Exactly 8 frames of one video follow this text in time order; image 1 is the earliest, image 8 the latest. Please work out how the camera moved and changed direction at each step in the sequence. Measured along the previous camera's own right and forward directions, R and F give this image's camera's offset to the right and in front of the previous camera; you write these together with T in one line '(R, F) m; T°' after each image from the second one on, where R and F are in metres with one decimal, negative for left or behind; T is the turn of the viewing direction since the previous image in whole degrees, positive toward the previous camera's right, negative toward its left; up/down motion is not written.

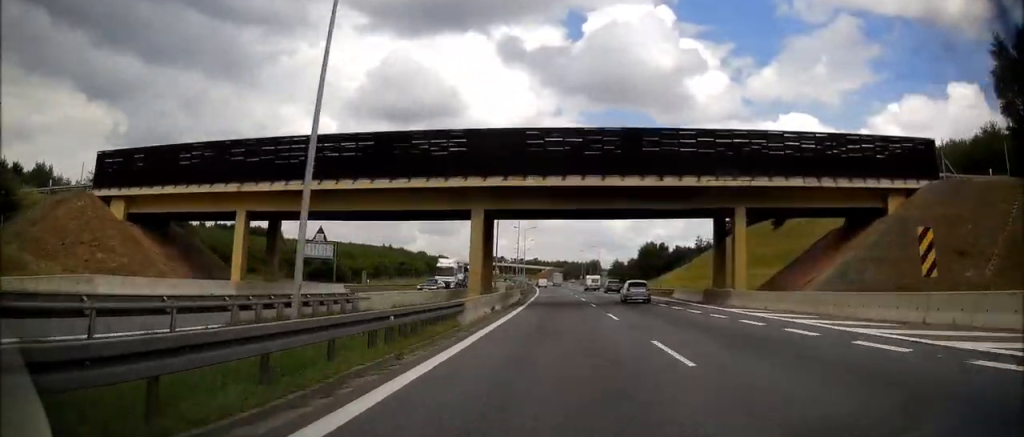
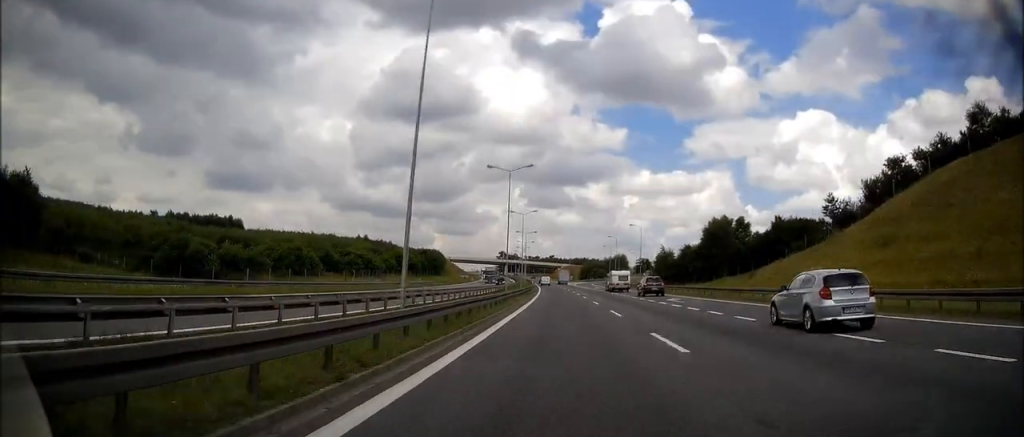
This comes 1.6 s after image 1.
(-1.1, +58.5) m; -2°
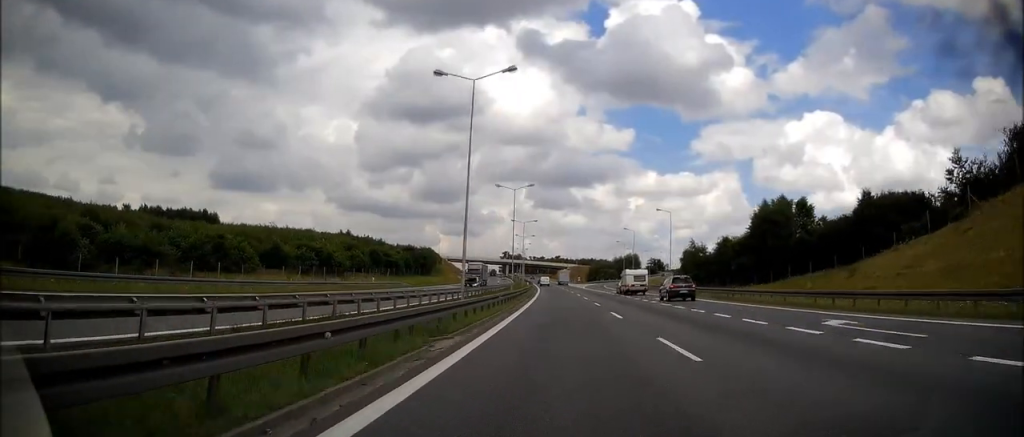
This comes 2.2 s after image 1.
(-0.4, +24.8) m; -1°
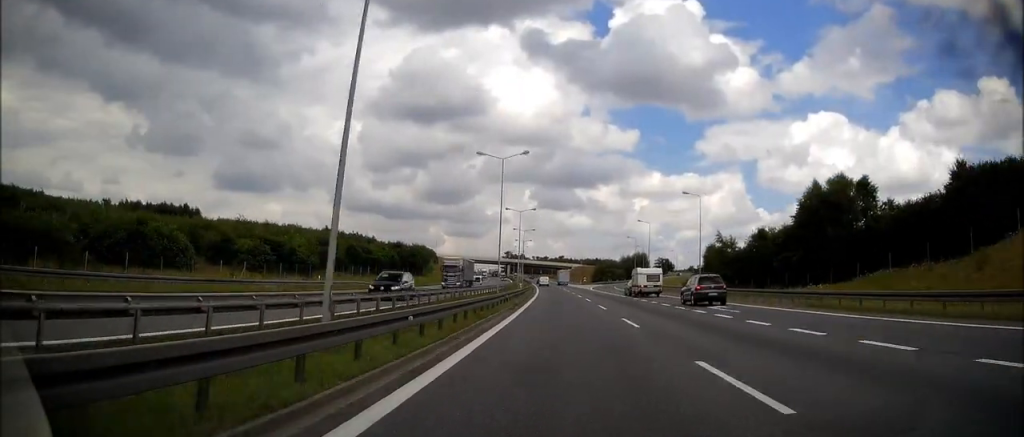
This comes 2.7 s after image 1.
(-0.1, +16.2) m; 0°
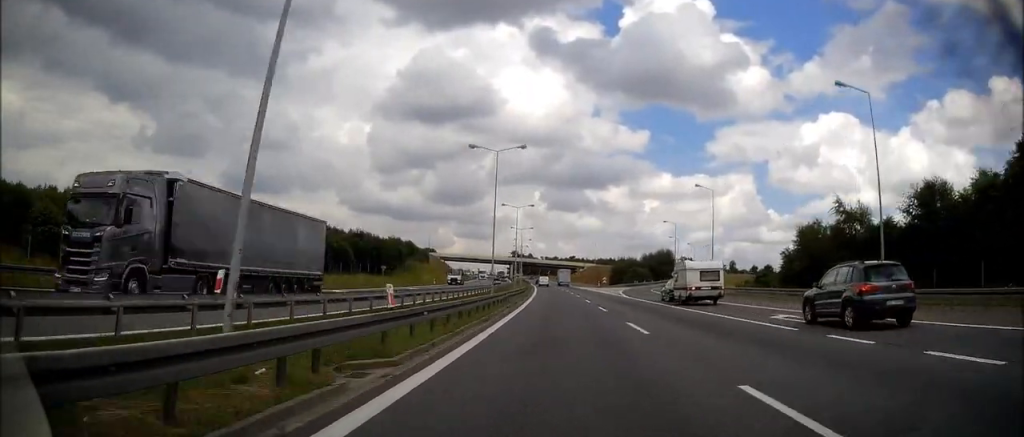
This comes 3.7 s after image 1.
(0.0, +38.4) m; -1°
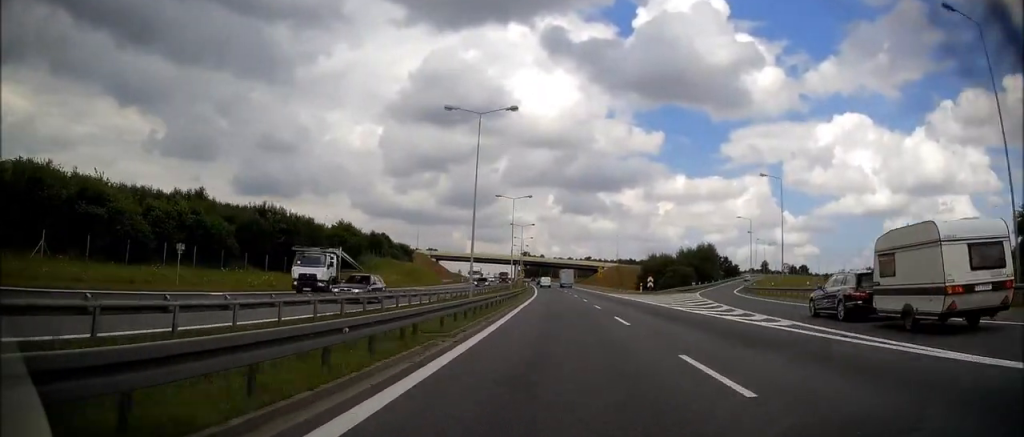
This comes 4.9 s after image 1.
(-0.7, +44.6) m; -1°
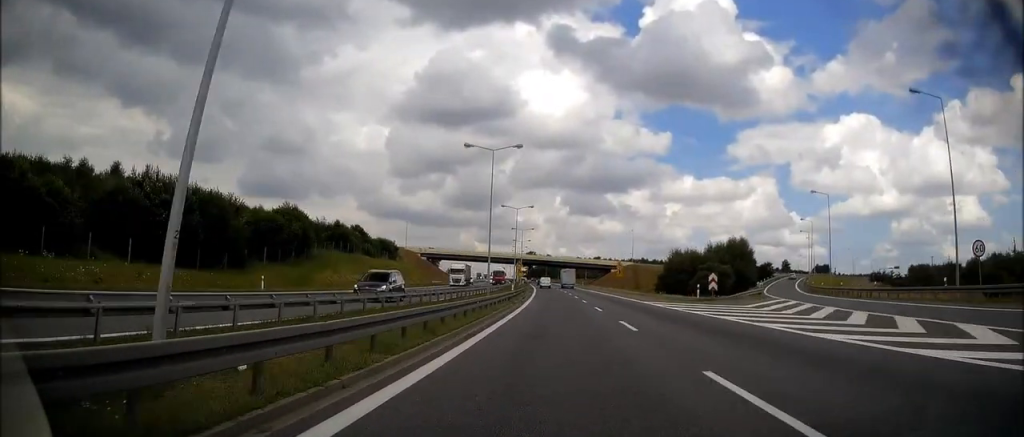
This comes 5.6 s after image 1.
(-0.2, +26.0) m; -1°
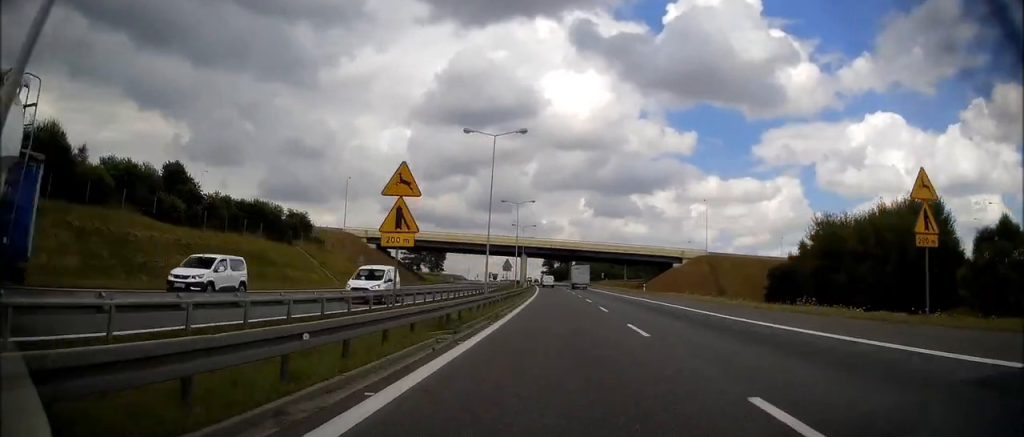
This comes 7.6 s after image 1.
(-1.2, +74.3) m; -2°
